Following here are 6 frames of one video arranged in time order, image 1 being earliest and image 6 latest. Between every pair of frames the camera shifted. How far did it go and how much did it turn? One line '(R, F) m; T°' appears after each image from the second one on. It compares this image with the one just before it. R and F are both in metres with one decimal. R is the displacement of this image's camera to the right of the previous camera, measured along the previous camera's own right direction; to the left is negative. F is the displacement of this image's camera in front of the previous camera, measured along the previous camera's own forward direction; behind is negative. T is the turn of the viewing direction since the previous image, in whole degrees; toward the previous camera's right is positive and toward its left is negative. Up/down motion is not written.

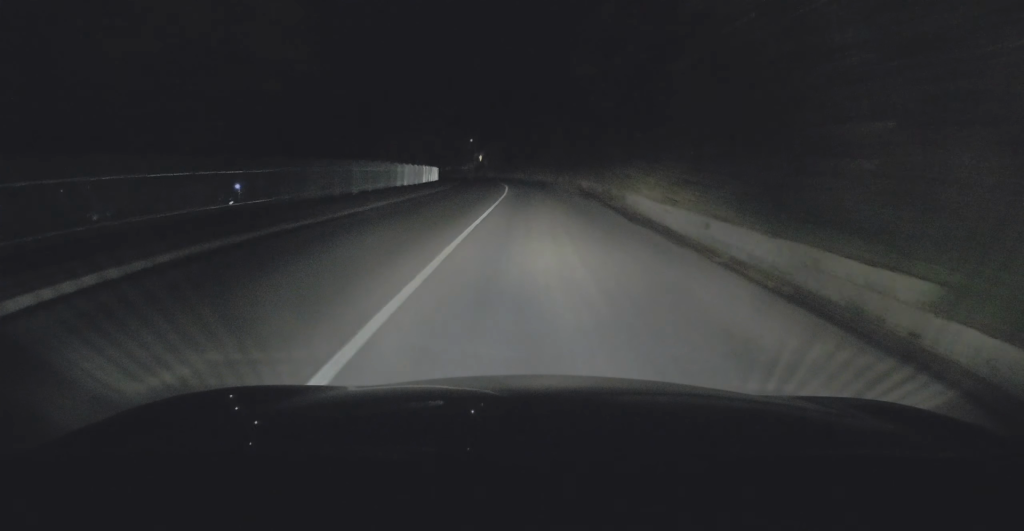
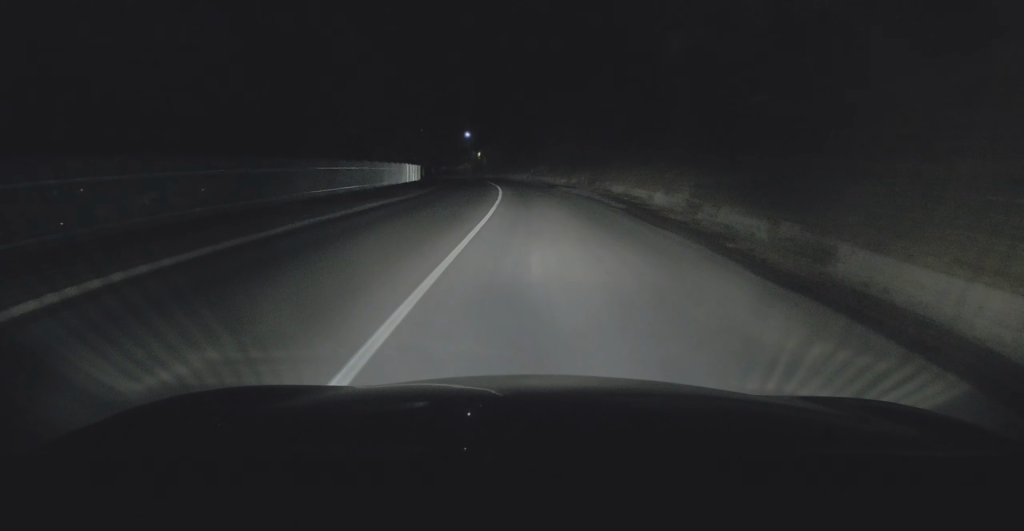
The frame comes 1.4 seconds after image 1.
(+0.4, +16.8) m; +1°
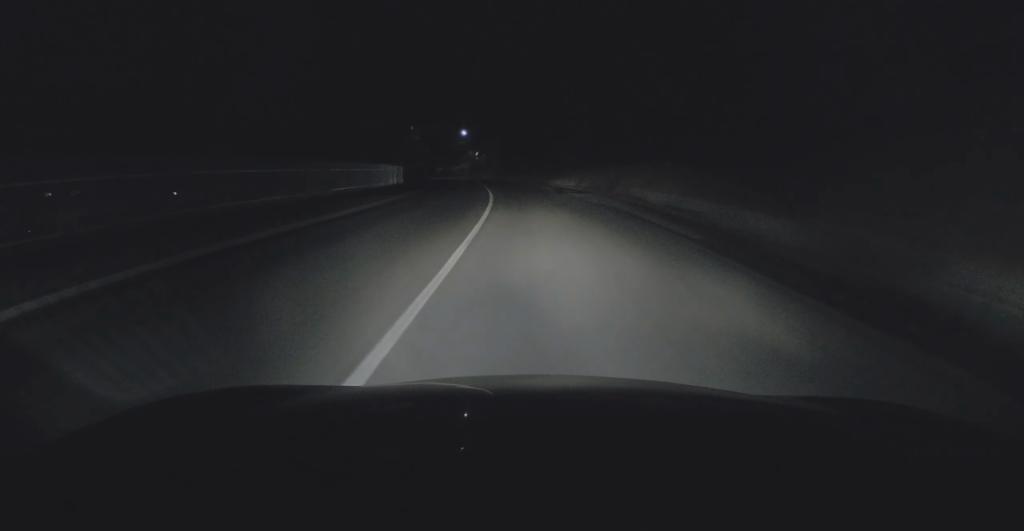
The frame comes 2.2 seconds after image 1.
(-0.3, +10.7) m; -1°
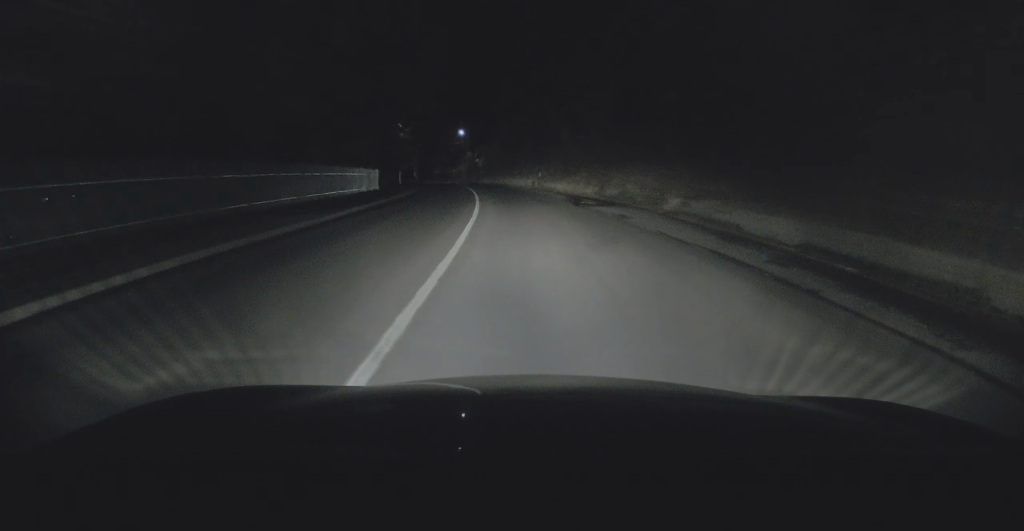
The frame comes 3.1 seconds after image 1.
(-0.1, +10.3) m; -1°
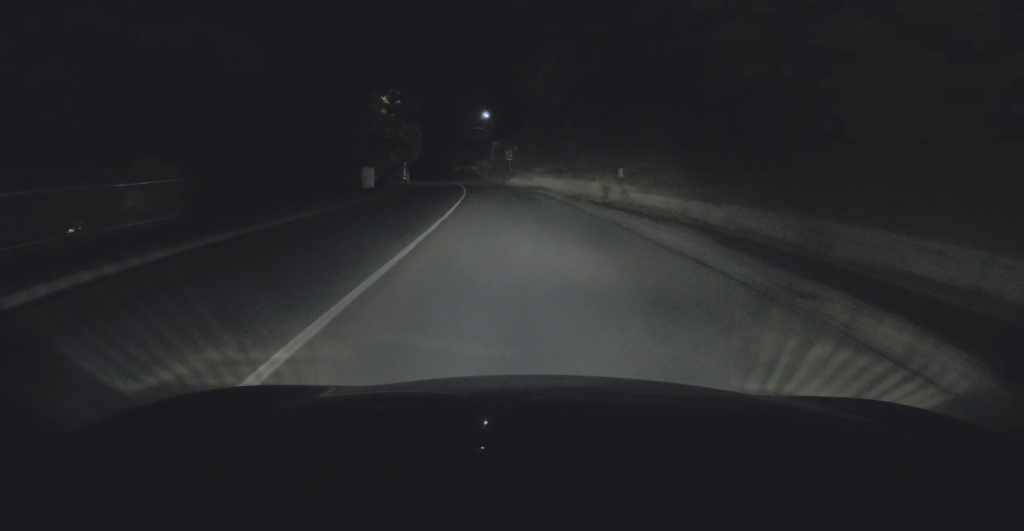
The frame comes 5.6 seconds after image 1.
(-1.1, +31.5) m; -5°
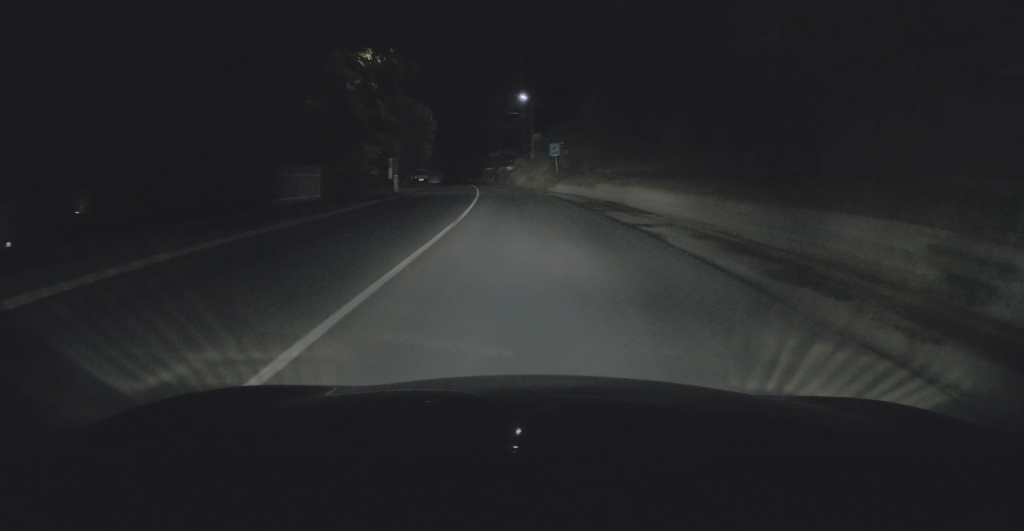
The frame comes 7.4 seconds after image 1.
(-0.2, +20.8) m; -1°
